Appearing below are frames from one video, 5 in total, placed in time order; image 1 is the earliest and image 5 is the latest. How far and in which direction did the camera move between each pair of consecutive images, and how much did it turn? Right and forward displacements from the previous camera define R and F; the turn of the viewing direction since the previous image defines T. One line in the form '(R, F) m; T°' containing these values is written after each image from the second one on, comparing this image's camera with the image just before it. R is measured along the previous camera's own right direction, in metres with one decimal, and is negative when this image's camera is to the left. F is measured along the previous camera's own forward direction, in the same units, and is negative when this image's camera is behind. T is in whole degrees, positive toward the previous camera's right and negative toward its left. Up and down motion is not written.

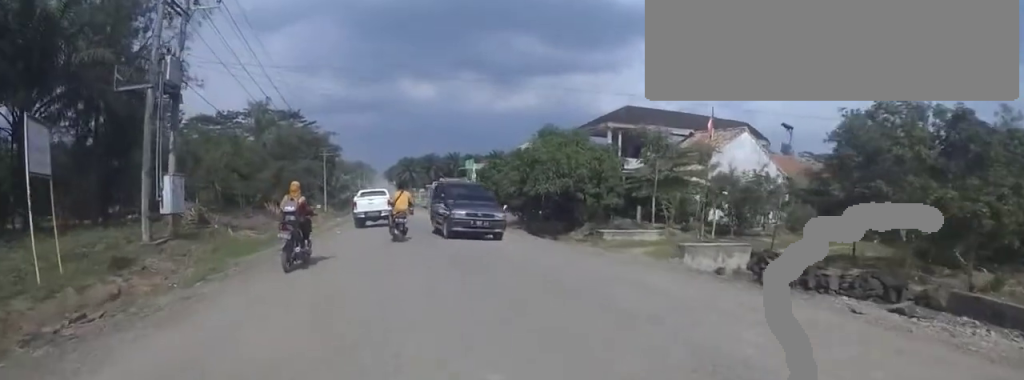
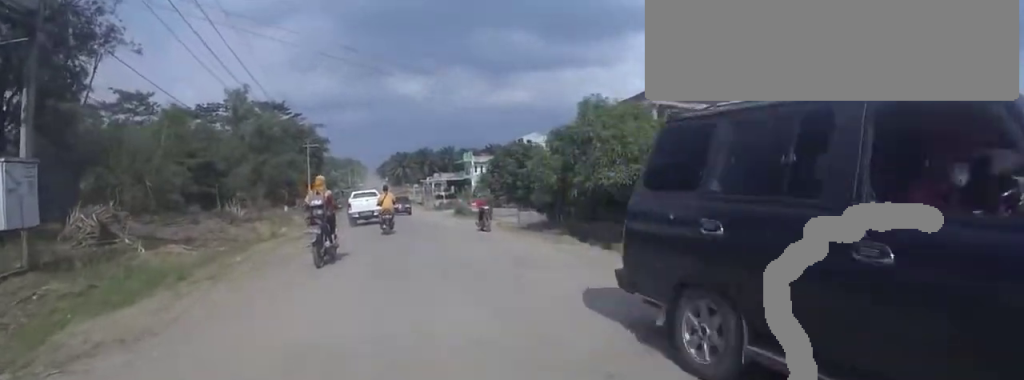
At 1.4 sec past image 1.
(0.0, +6.8) m; 0°
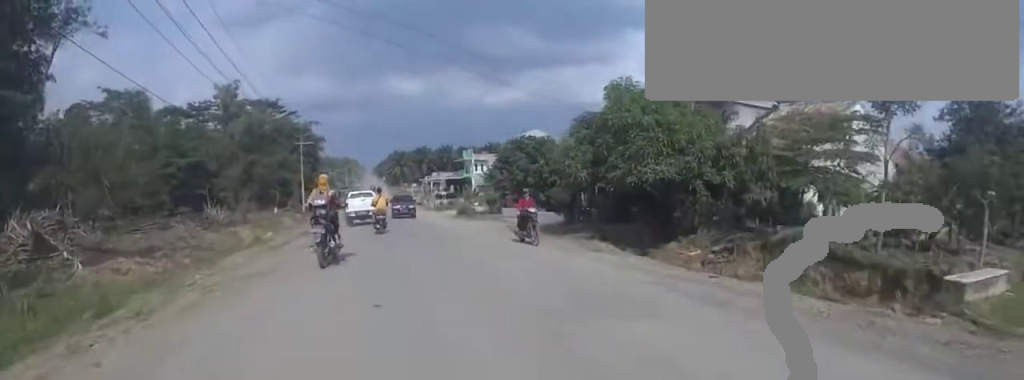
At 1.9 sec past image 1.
(0.0, +2.8) m; +2°
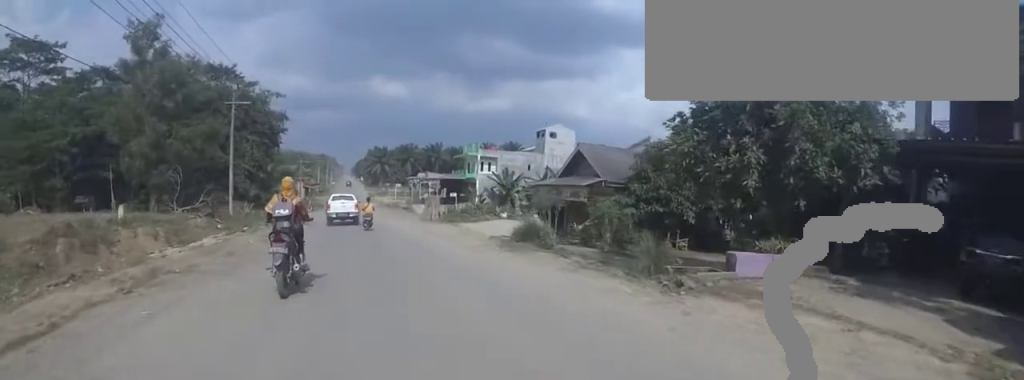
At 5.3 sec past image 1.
(+2.3, +20.4) m; +10°
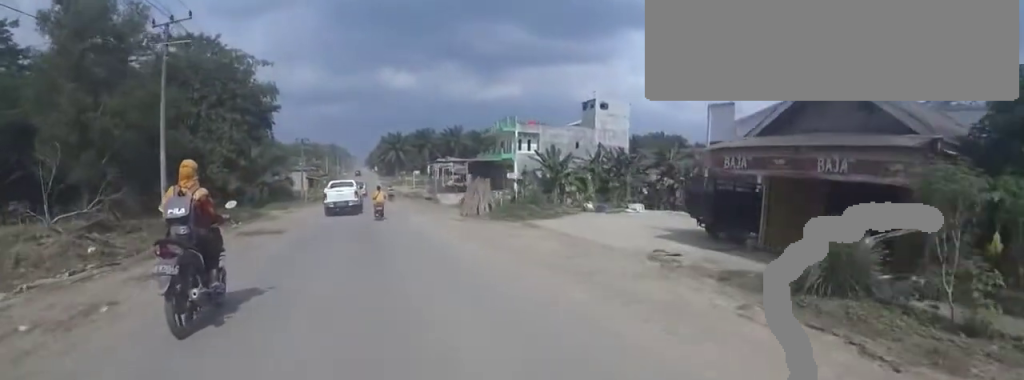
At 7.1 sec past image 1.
(+0.7, +11.5) m; -4°
